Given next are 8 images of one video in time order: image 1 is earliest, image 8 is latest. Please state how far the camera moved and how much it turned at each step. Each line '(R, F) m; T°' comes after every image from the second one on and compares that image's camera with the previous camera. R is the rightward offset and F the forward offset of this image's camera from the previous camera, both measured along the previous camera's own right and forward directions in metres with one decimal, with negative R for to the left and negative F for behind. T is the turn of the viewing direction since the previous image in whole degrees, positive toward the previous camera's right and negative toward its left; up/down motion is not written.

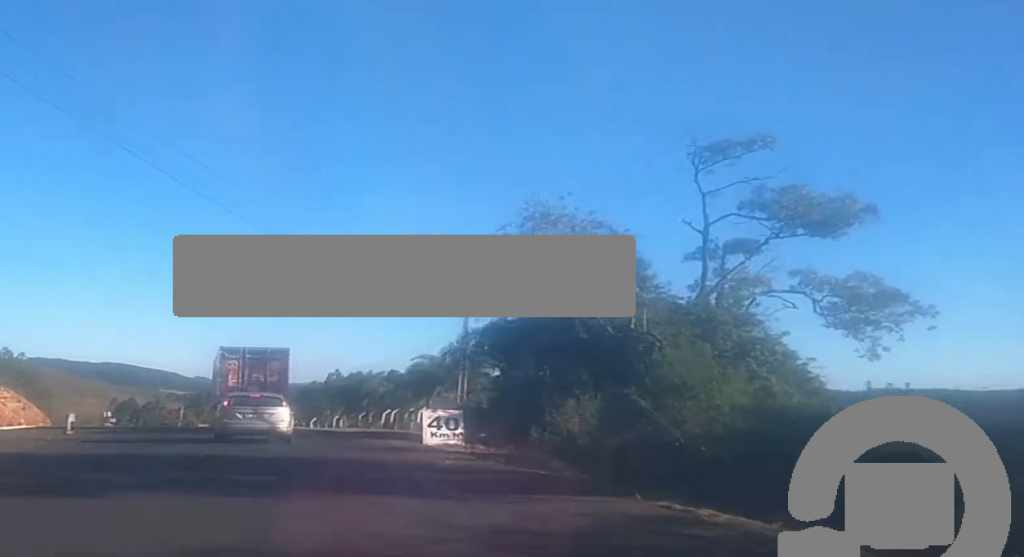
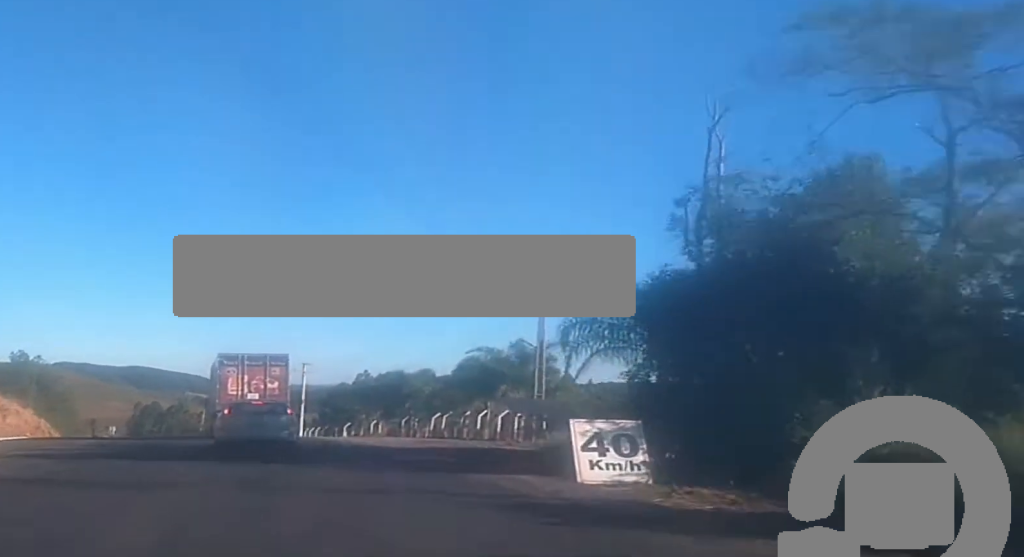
(0.0, +12.9) m; -2°
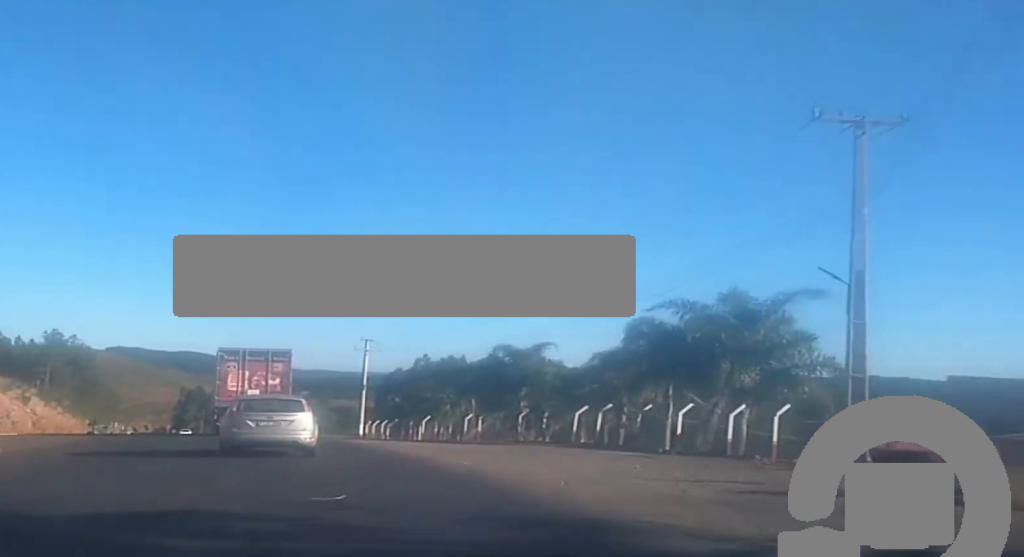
(-1.0, +23.2) m; -3°
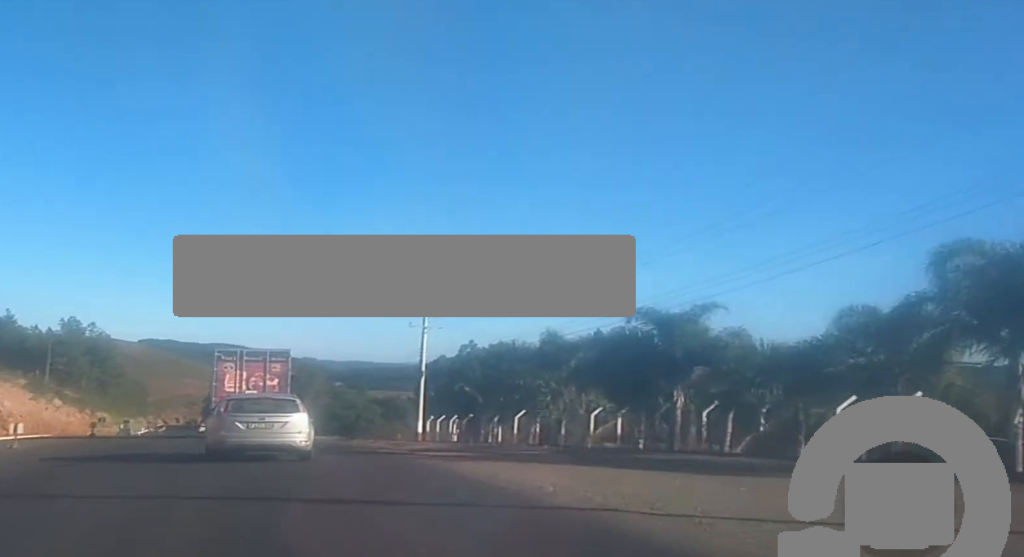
(-0.2, +18.2) m; -2°
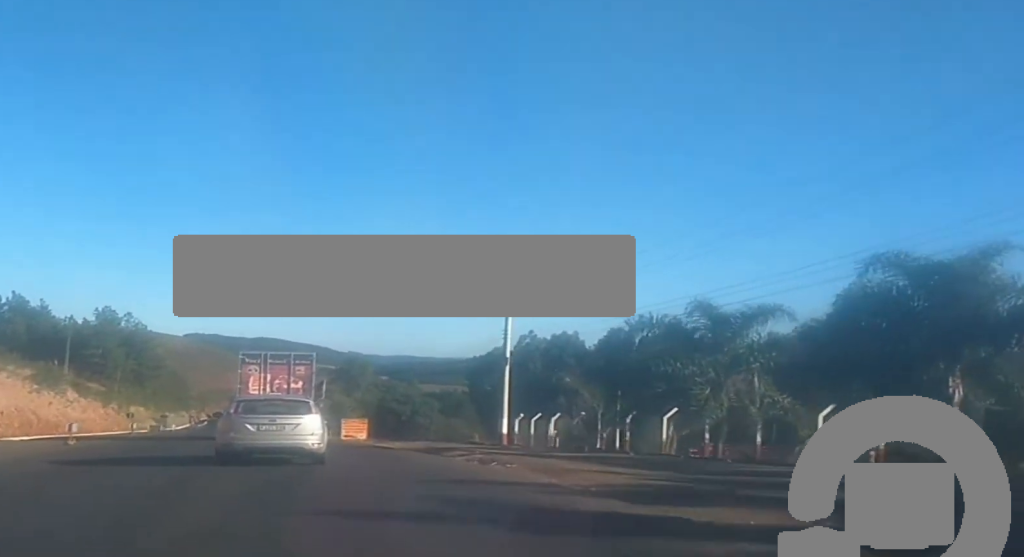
(-0.2, +14.1) m; -1°
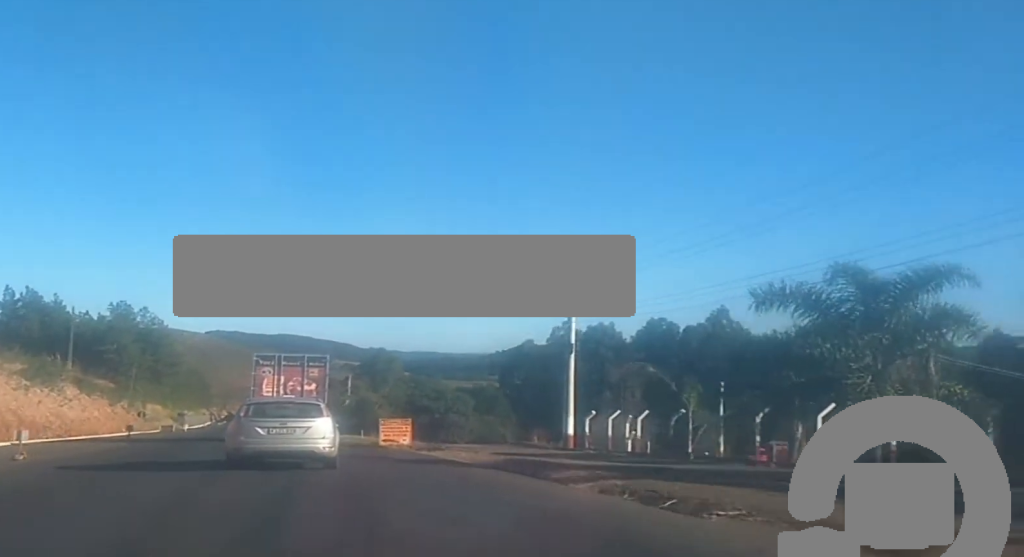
(-0.1, +8.9) m; -1°
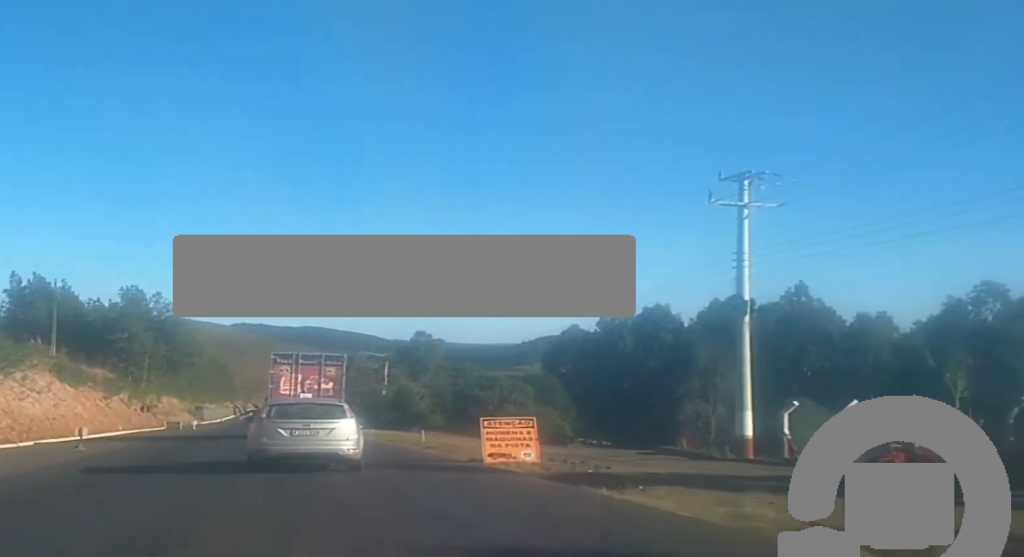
(-0.2, +16.0) m; -1°
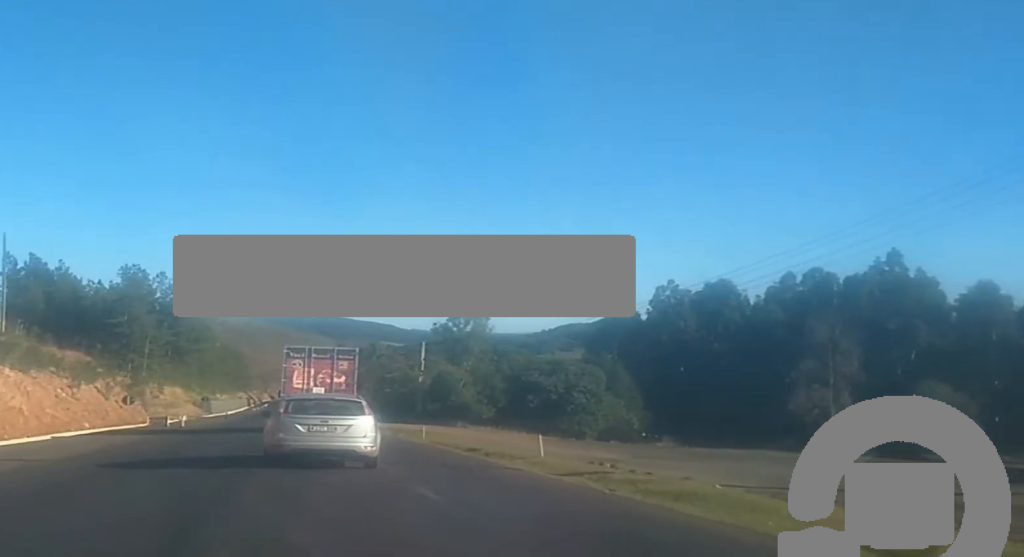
(-0.2, +17.3) m; -1°
